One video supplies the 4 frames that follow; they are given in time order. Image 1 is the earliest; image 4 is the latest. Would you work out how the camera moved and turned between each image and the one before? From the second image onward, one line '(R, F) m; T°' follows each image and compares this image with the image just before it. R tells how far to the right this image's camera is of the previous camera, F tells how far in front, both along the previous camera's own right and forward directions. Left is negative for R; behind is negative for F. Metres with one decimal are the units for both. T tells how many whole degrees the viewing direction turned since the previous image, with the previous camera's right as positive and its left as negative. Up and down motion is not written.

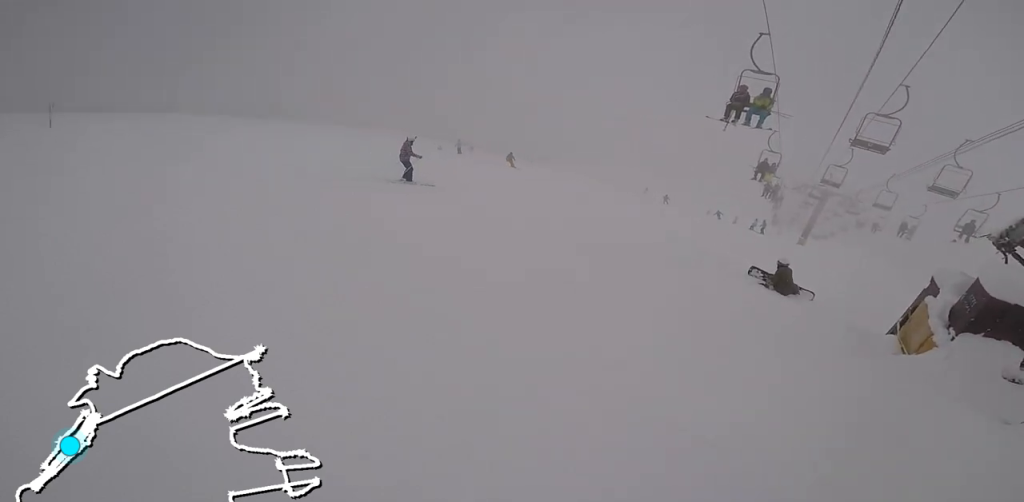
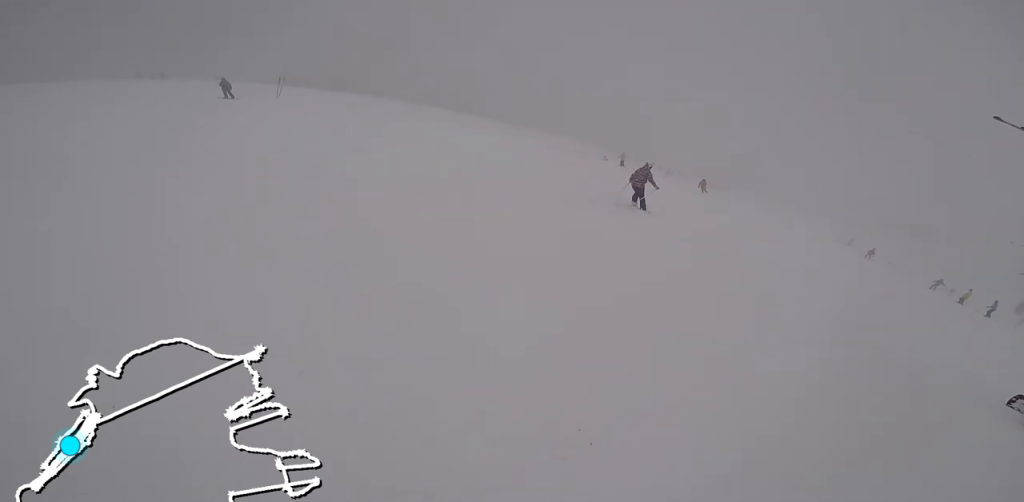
(-0.3, +2.4) m; -6°
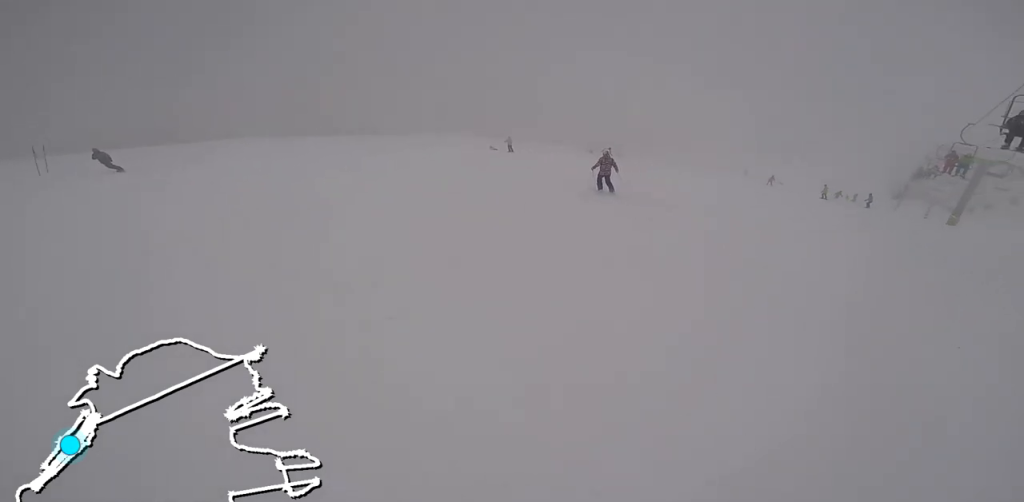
(0.0, +4.2) m; +20°
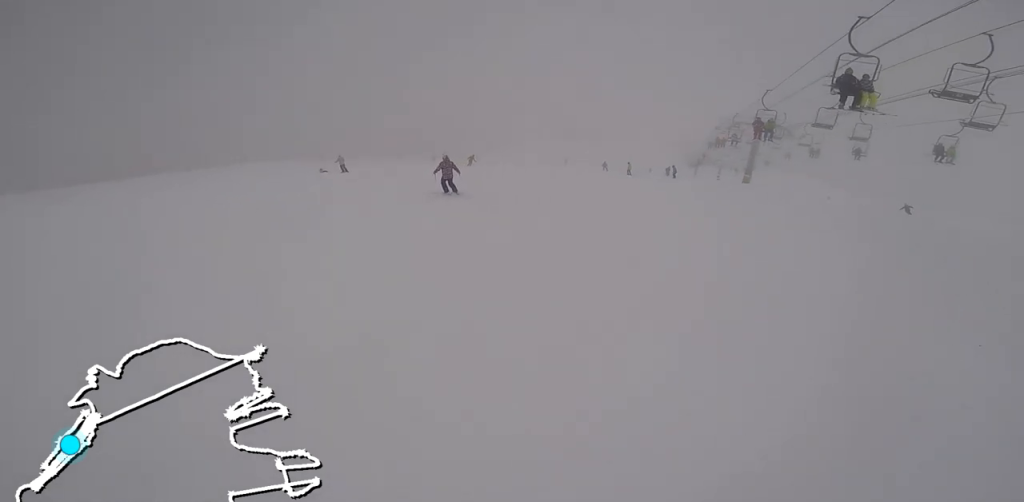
(+0.1, +2.0) m; +18°
